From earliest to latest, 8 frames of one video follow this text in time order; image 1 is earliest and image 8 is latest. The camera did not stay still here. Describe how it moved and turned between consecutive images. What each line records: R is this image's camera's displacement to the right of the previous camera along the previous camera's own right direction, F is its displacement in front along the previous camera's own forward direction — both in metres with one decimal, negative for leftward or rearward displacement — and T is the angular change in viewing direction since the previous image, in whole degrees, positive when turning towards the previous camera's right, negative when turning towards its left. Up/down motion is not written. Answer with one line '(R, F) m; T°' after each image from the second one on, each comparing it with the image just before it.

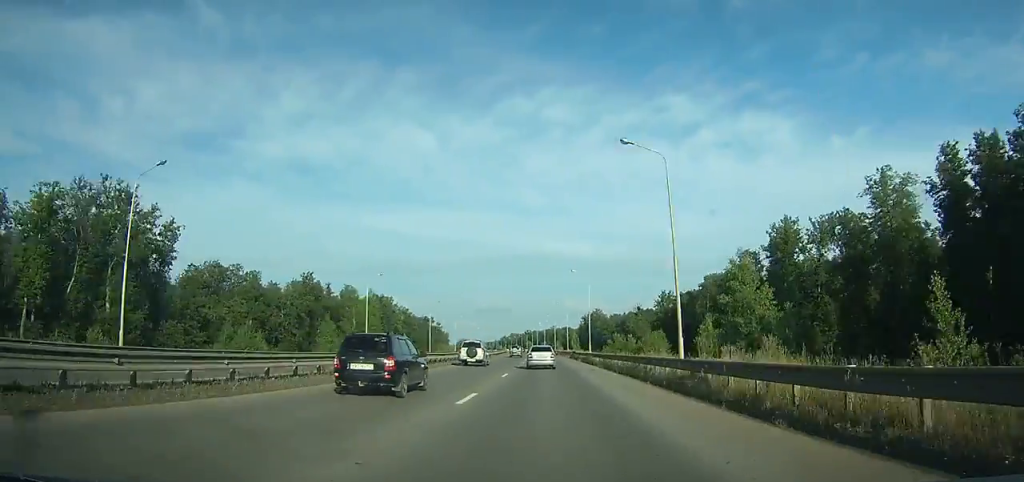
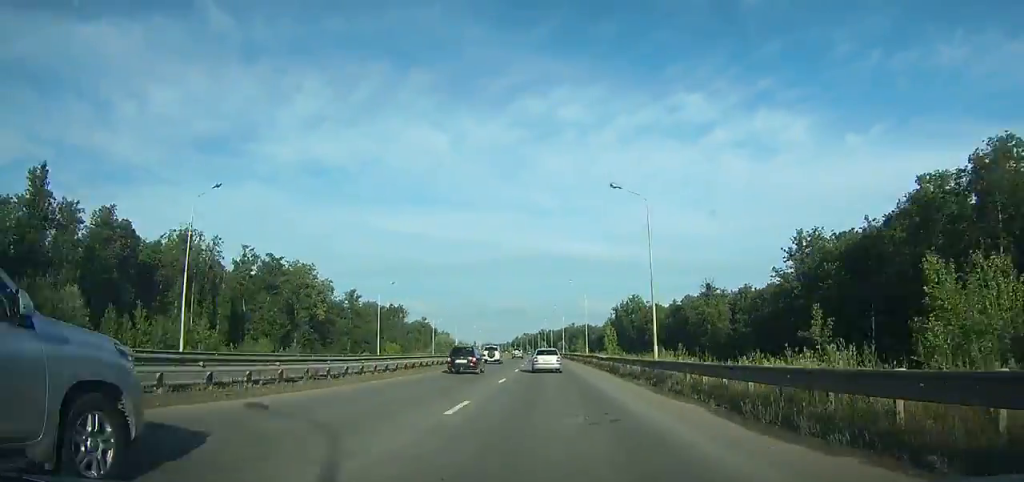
(-1.1, +83.4) m; -2°
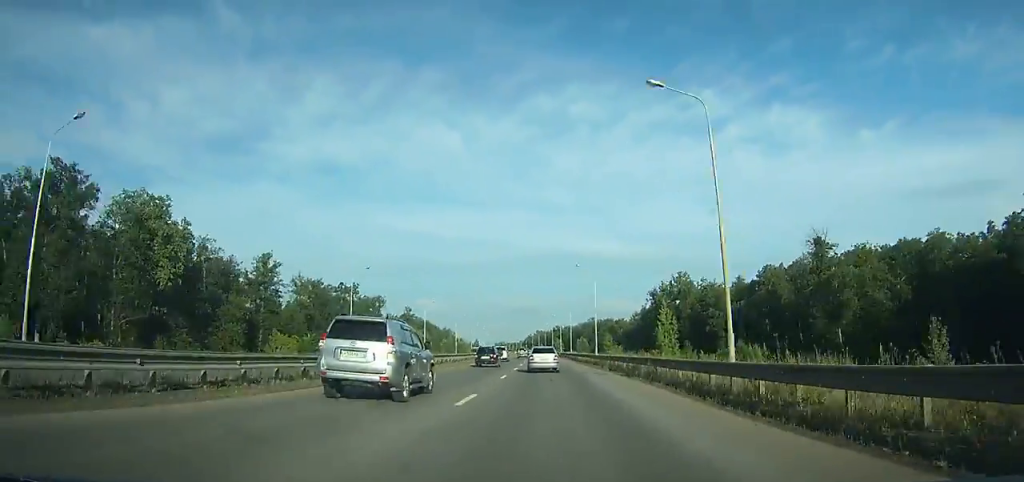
(-0.5, +56.1) m; -1°
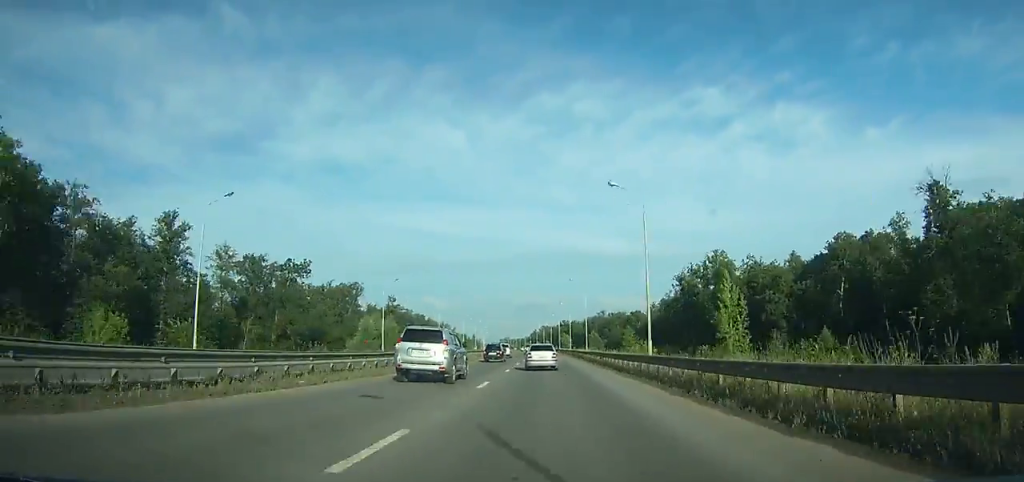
(-0.1, +31.5) m; -1°
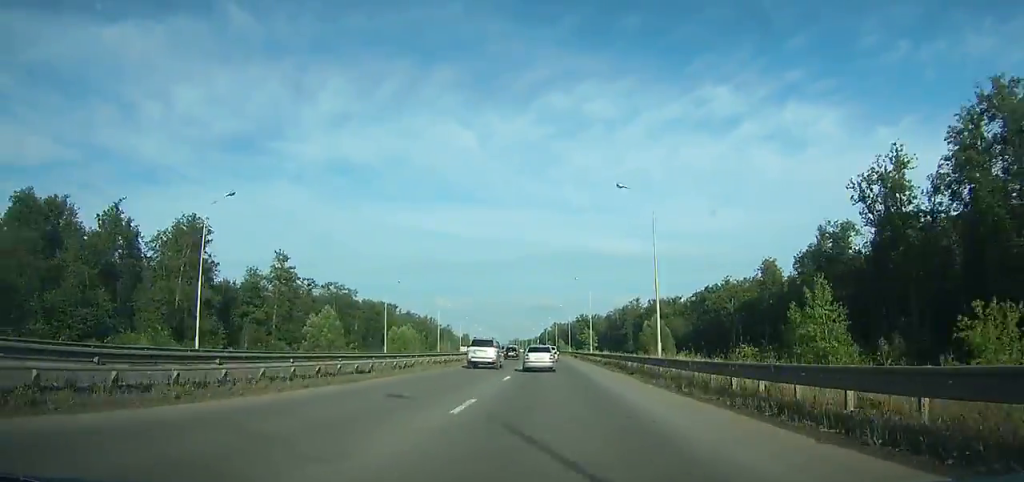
(-1.3, +88.8) m; -1°
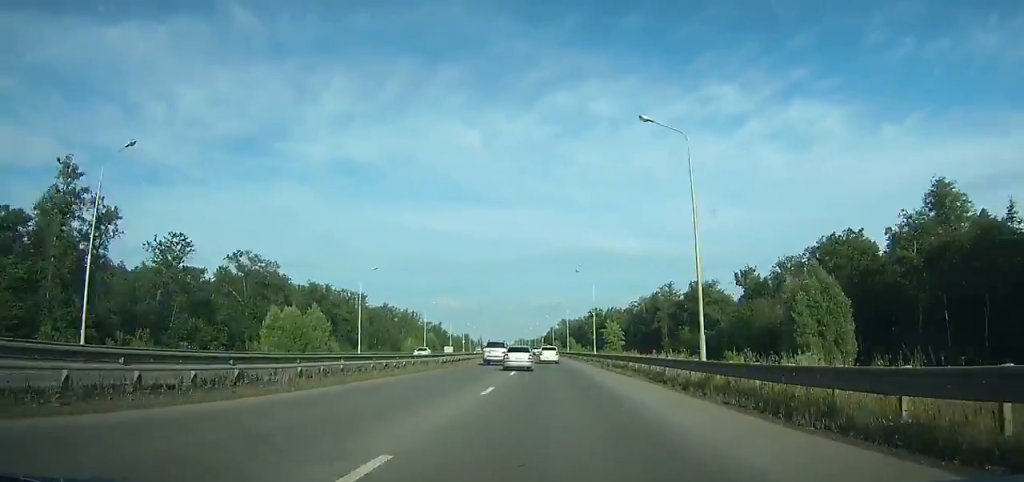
(-0.3, +54.4) m; -1°
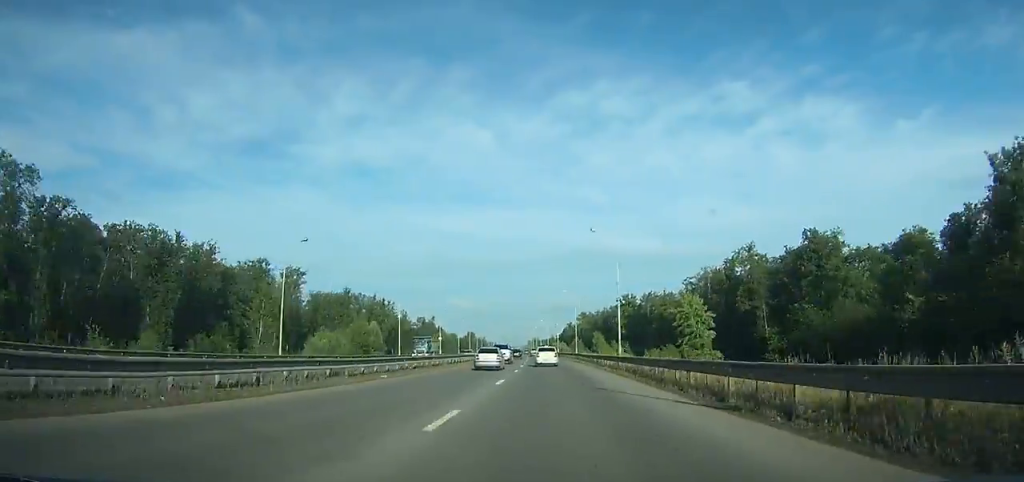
(-0.7, +65.6) m; -2°
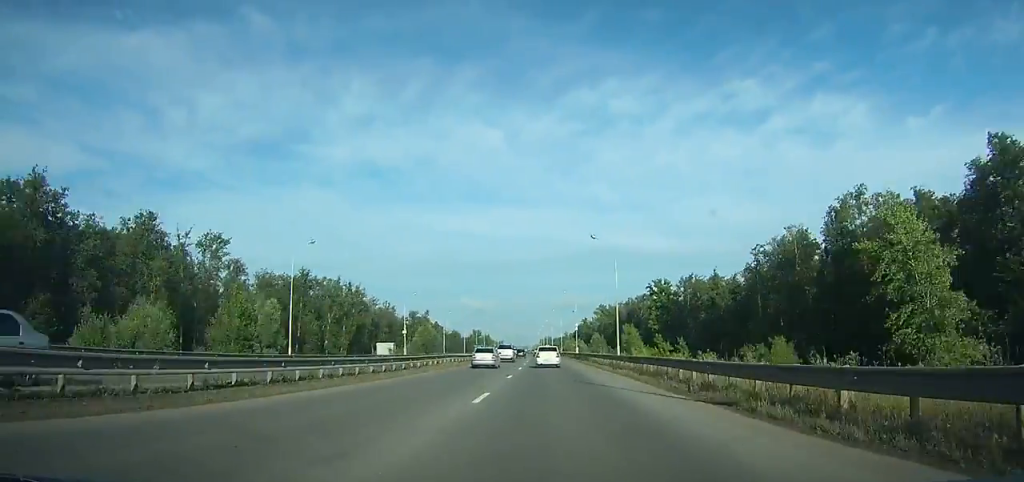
(-0.4, +41.7) m; -1°
